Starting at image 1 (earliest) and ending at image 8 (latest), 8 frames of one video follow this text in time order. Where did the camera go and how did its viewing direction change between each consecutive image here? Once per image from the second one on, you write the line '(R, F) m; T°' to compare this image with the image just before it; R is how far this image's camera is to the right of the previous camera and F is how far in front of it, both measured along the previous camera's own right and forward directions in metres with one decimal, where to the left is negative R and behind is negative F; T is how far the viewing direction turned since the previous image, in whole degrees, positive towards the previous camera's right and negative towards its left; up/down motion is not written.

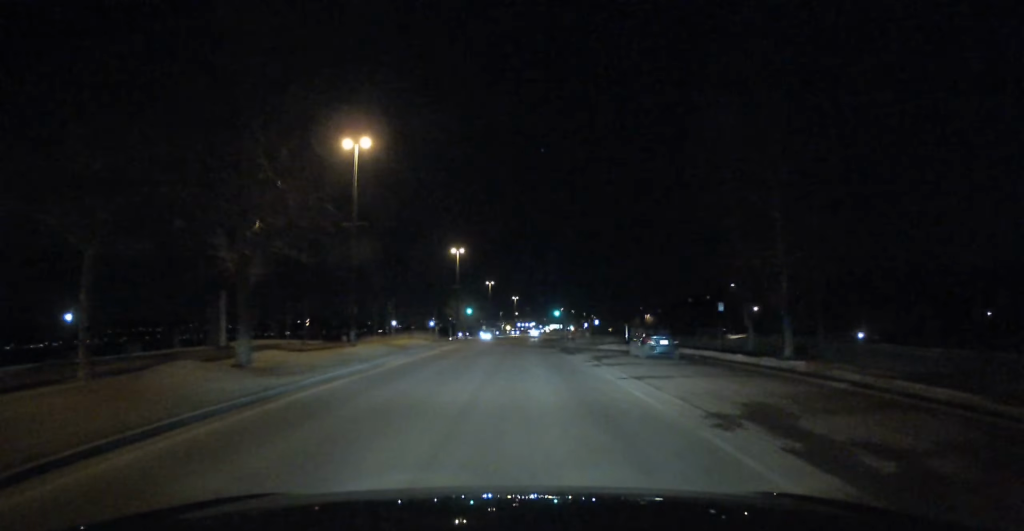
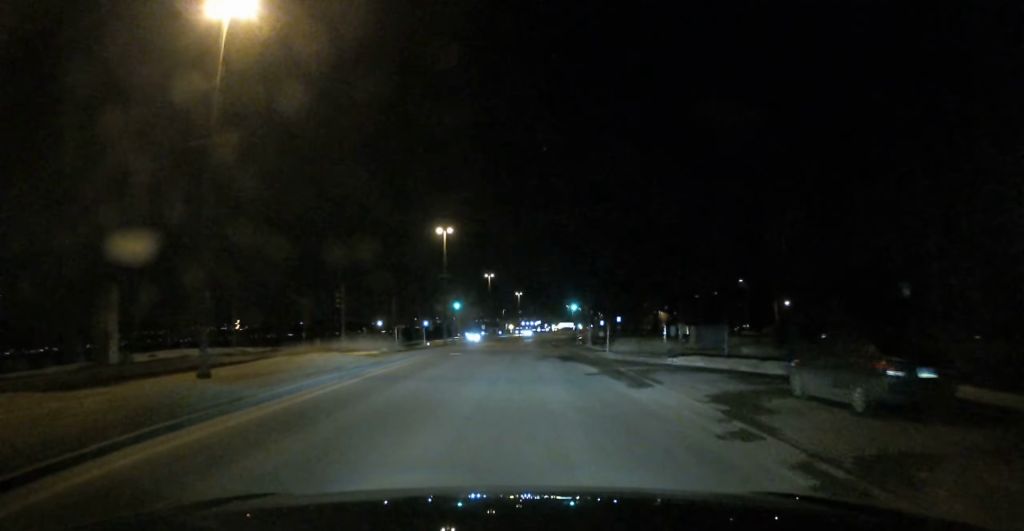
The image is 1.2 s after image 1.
(-0.2, +18.9) m; 0°
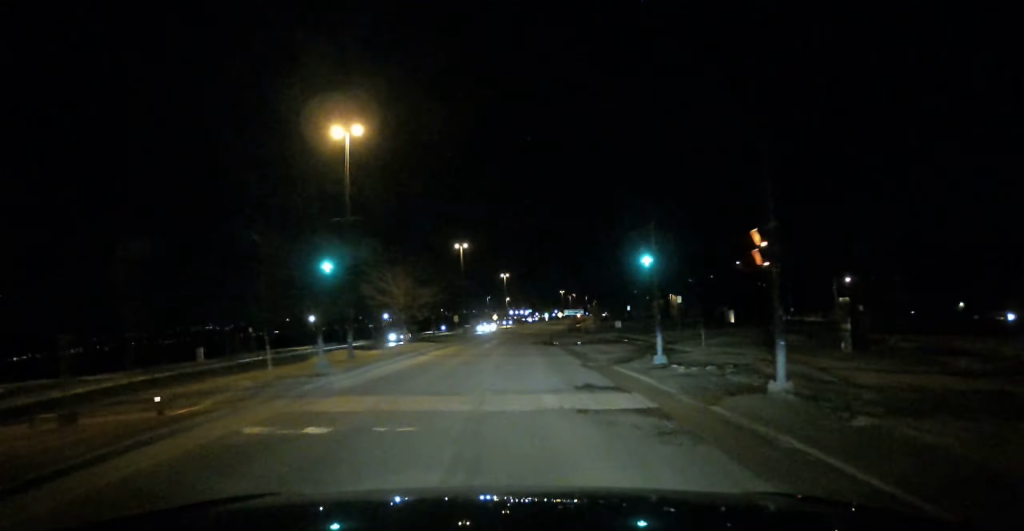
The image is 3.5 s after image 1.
(-0.5, +36.0) m; 0°
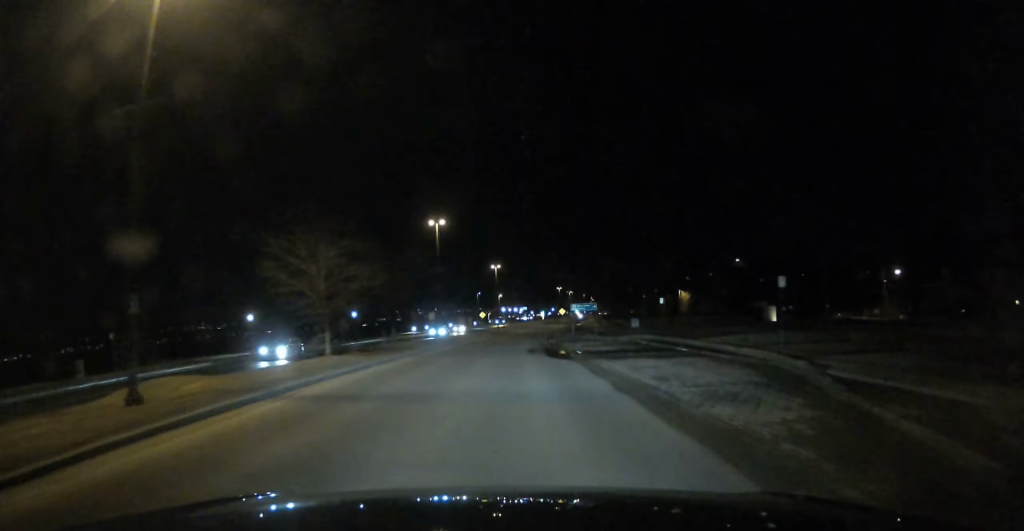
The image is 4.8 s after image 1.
(+0.1, +19.9) m; 0°
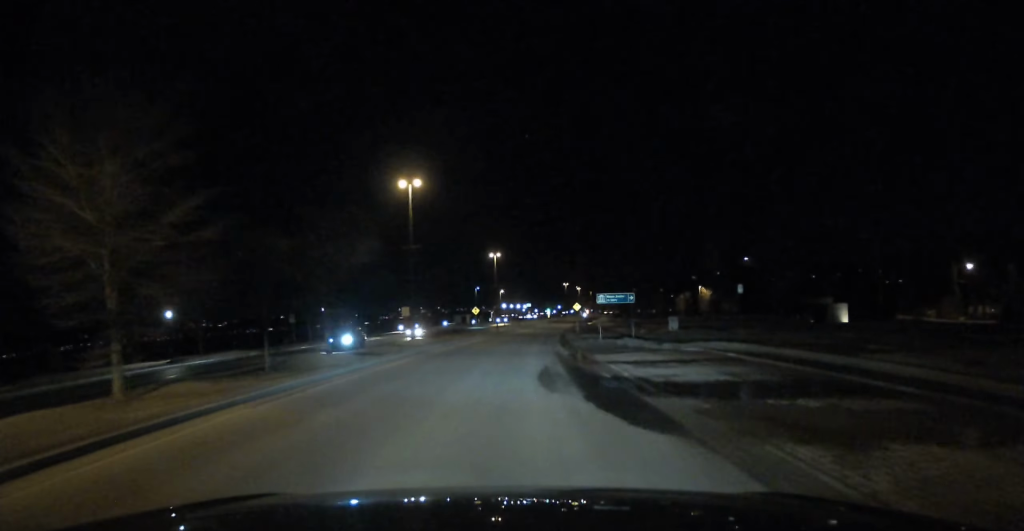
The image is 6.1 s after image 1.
(0.0, +19.1) m; 0°
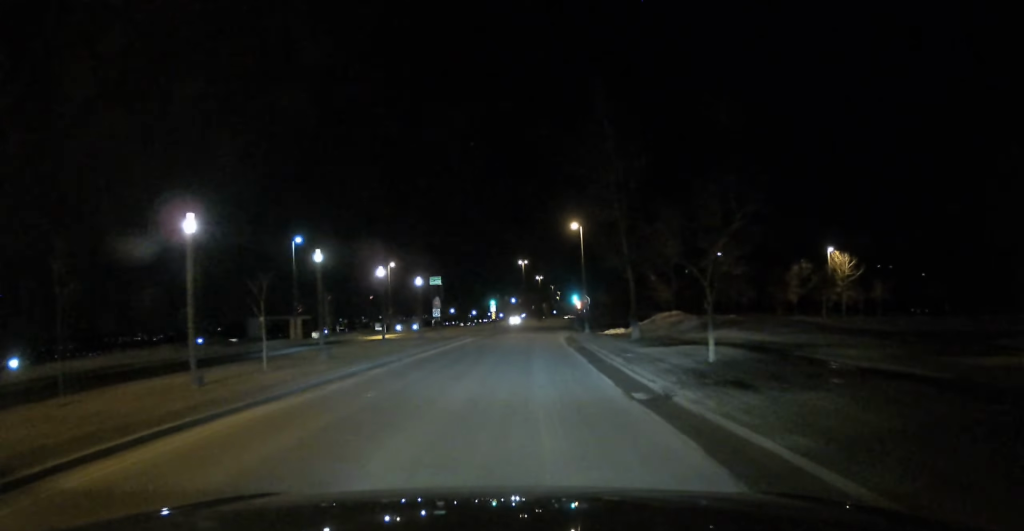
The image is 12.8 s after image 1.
(+3.4, +102.2) m; +4°
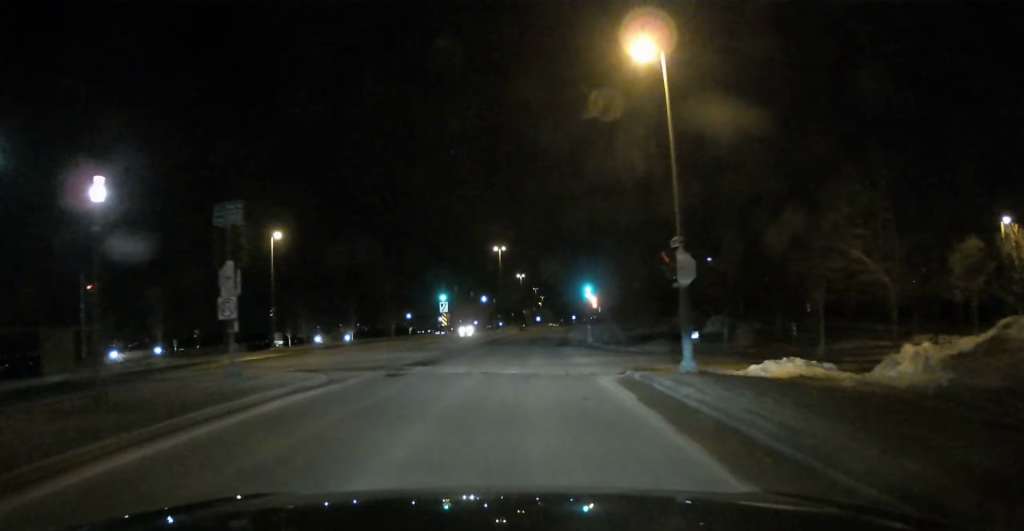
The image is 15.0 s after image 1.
(+0.4, +34.7) m; +2°
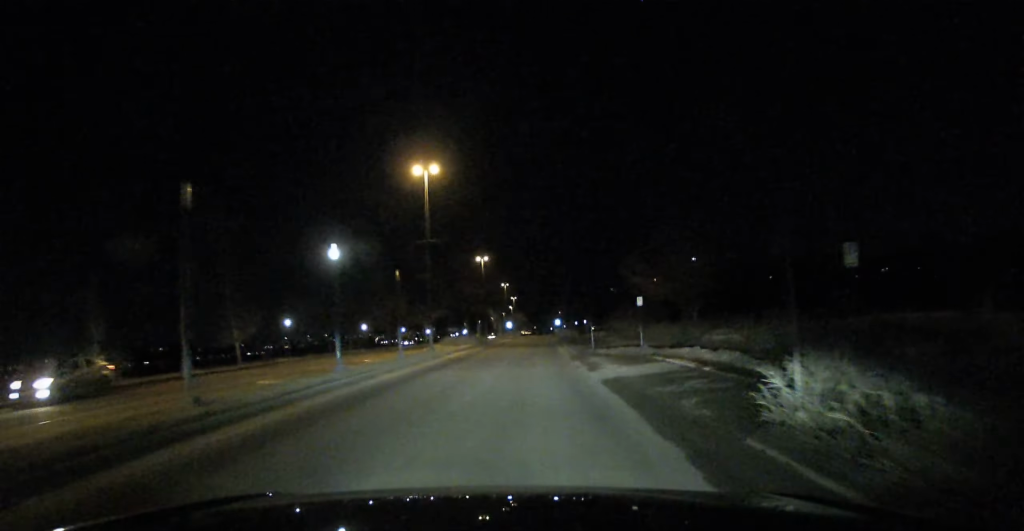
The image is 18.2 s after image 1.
(+1.3, +52.2) m; +2°
